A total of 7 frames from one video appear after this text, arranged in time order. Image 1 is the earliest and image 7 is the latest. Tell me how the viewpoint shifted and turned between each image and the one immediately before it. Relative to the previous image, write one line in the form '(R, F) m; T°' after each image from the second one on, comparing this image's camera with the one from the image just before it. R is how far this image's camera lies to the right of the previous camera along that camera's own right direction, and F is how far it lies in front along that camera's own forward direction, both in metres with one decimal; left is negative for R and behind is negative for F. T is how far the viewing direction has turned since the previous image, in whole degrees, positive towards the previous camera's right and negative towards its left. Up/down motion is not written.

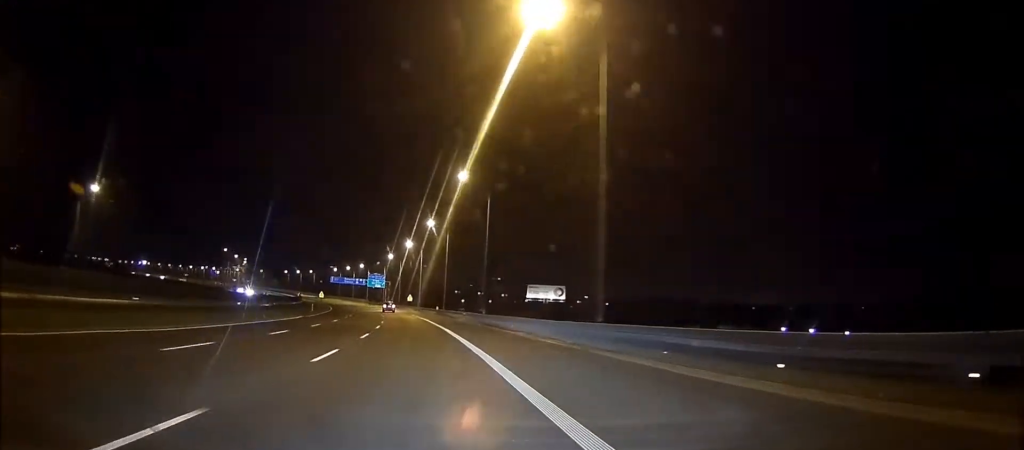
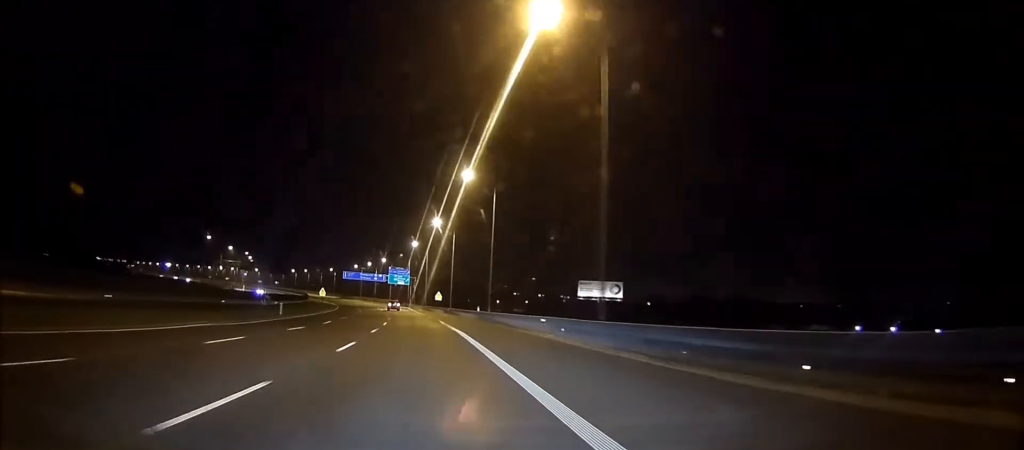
(-0.6, +32.7) m; -2°
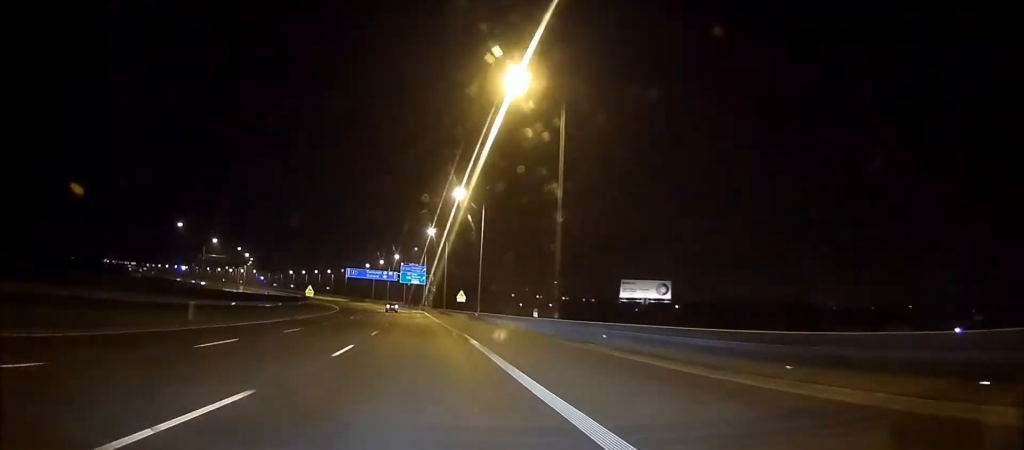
(-0.3, +24.8) m; -1°
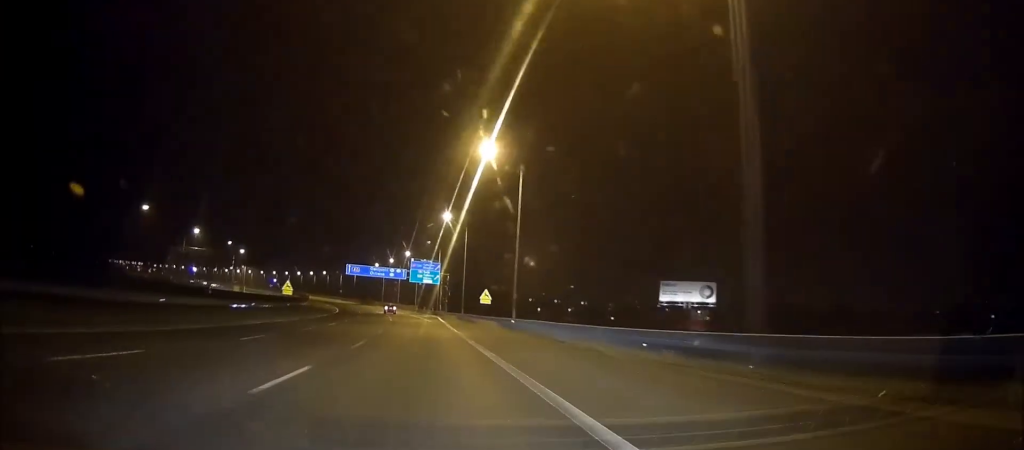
(-0.1, +19.3) m; -1°
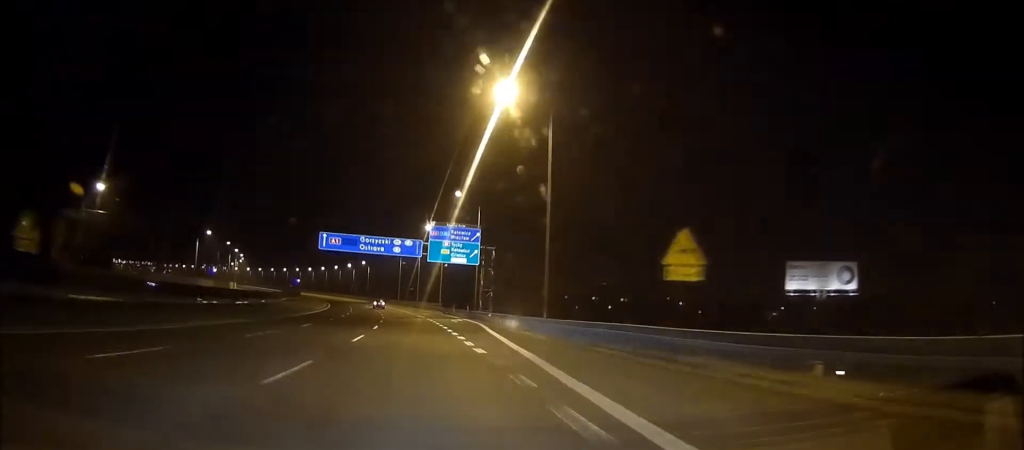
(-1.0, +45.4) m; -3°
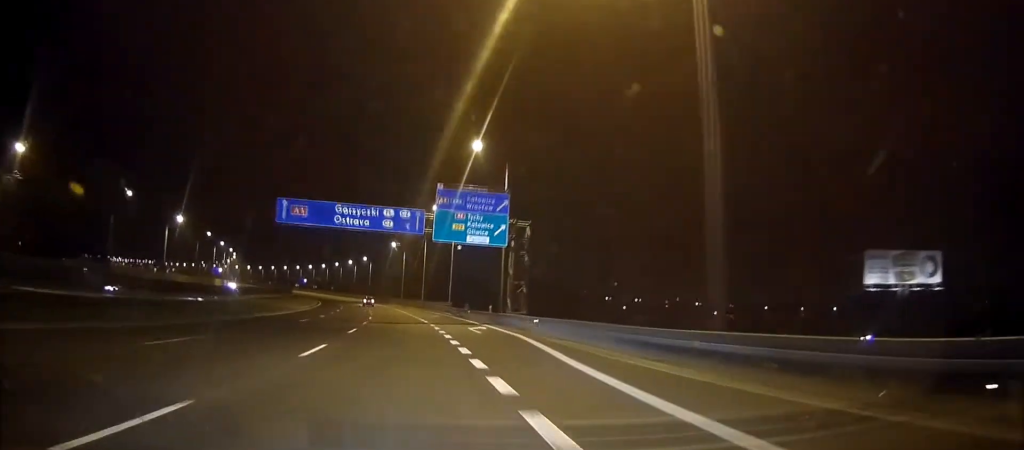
(-0.2, +19.8) m; -1°
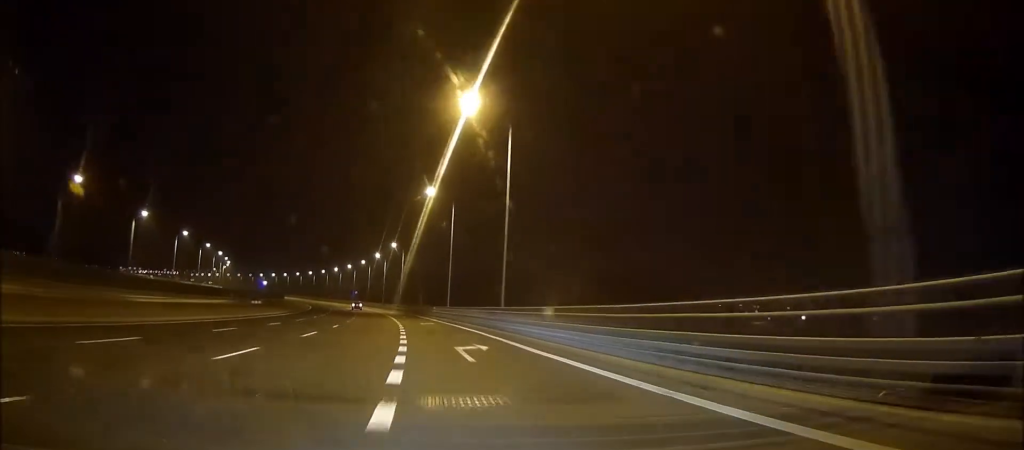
(-3.7, +73.0) m; -6°
